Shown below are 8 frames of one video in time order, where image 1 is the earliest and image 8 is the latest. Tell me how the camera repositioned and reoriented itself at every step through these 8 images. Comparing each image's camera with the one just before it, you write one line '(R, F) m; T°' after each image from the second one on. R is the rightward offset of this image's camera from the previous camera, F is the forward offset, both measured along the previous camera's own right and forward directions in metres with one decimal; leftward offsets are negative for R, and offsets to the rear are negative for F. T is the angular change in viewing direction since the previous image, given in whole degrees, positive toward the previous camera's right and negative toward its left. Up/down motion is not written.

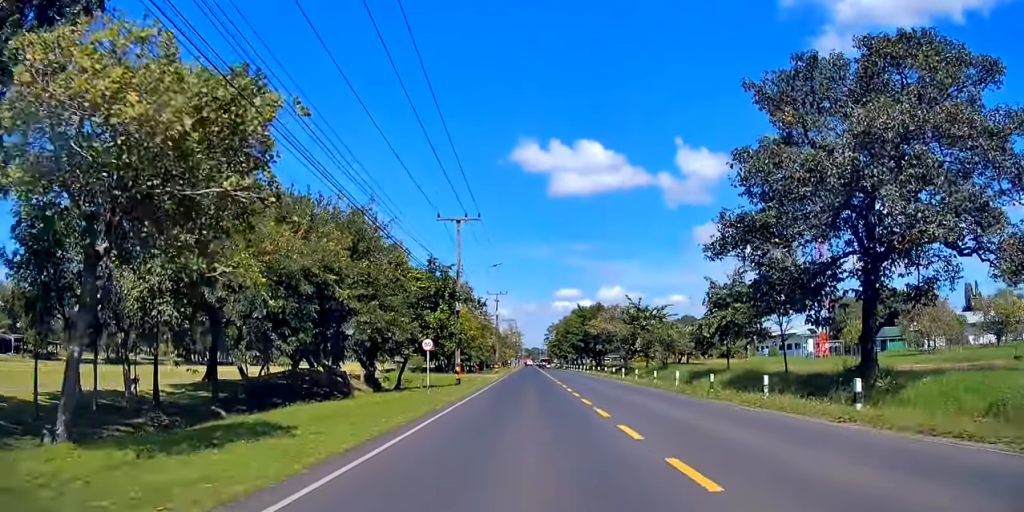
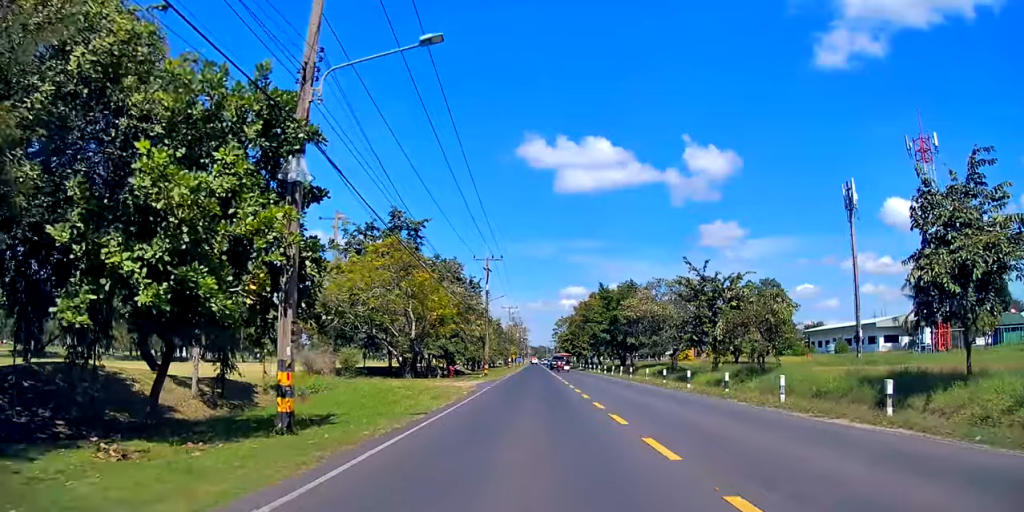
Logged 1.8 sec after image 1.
(+0.3, +26.9) m; +2°
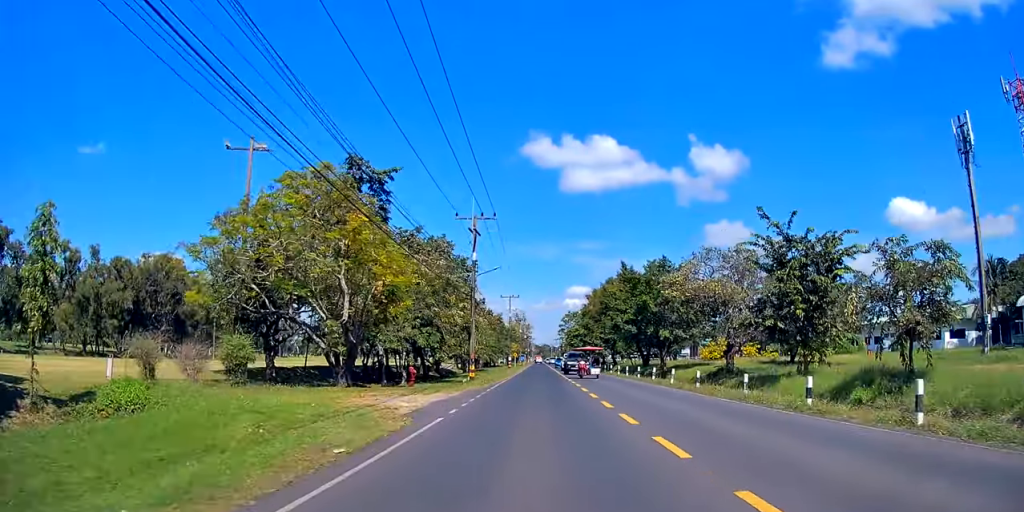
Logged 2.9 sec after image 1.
(+0.2, +16.5) m; +1°
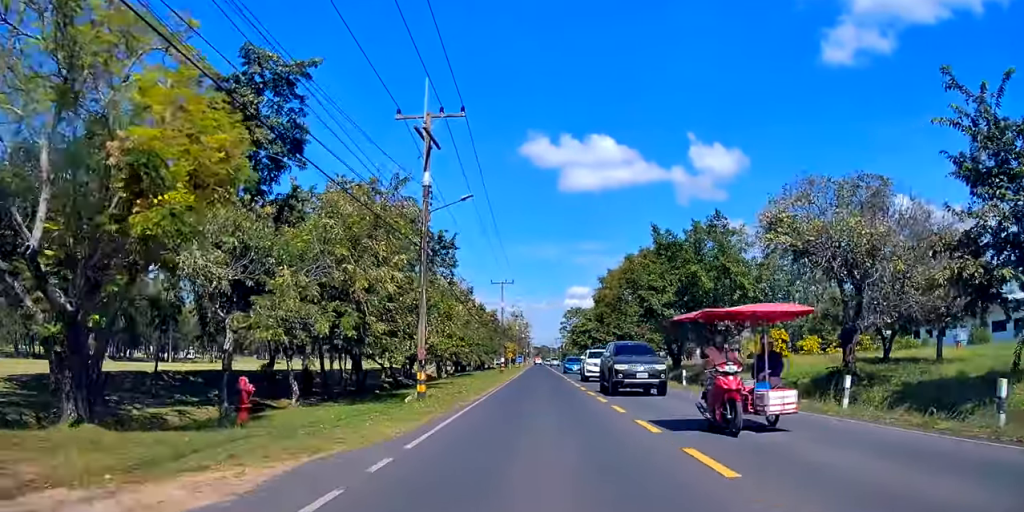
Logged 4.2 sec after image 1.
(+0.2, +18.2) m; -1°
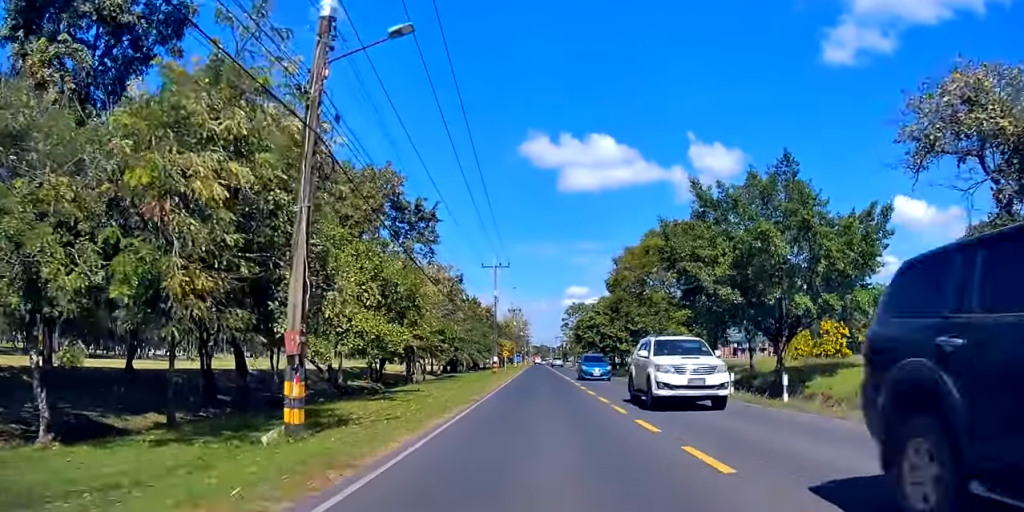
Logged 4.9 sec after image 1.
(-0.3, +11.8) m; -2°
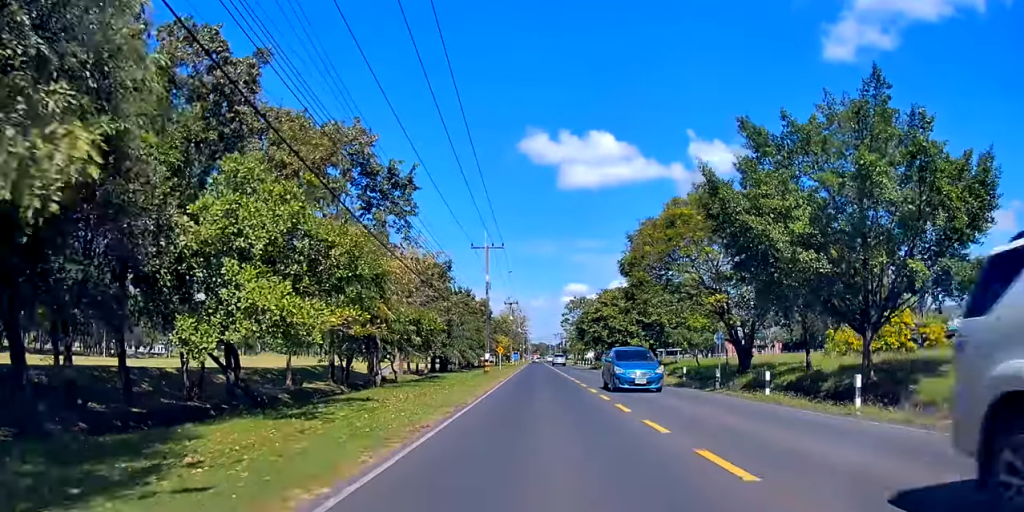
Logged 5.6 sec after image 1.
(-0.2, +9.2) m; -1°
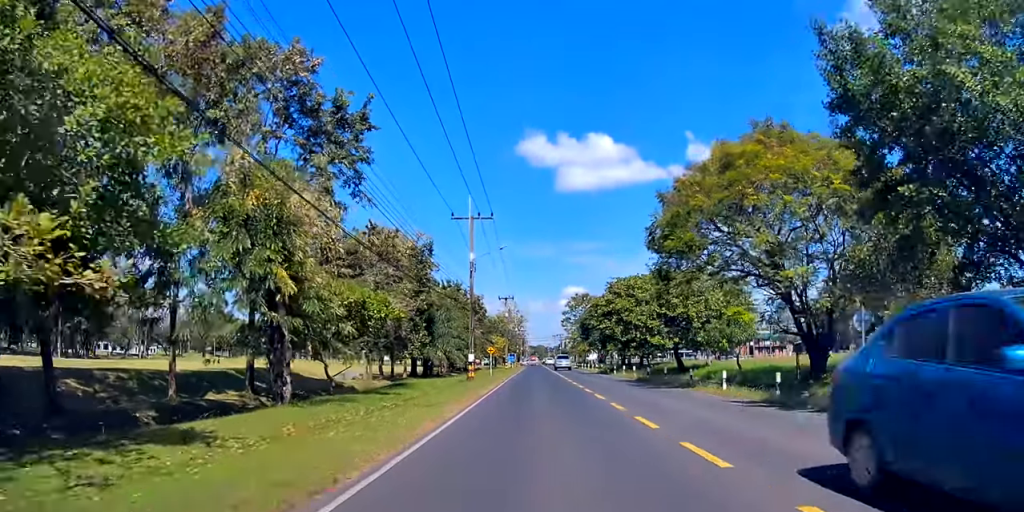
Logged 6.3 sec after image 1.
(-0.2, +11.1) m; 0°
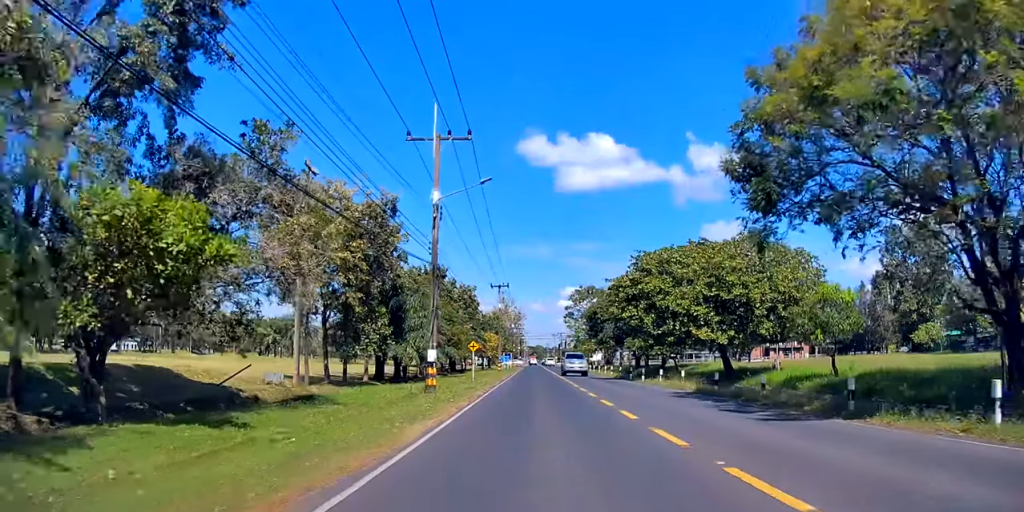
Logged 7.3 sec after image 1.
(+0.3, +14.6) m; +3°
